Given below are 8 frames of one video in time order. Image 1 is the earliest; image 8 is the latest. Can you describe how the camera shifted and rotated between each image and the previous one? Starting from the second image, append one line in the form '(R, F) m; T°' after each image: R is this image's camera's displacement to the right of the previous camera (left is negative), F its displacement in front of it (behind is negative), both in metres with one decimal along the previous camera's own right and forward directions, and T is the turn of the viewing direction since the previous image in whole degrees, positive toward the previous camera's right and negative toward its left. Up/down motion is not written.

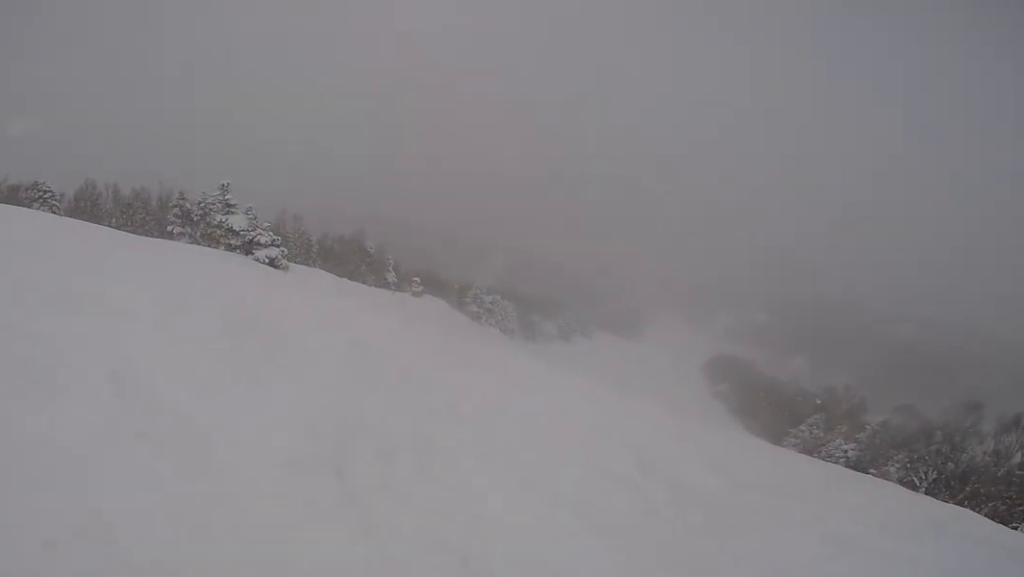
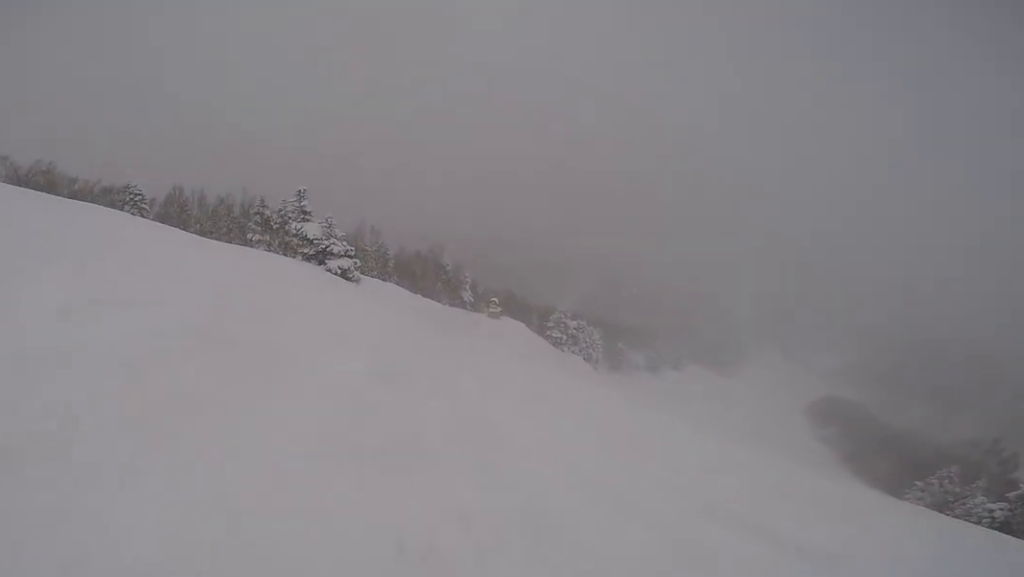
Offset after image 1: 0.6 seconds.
(-0.4, +2.5) m; -12°
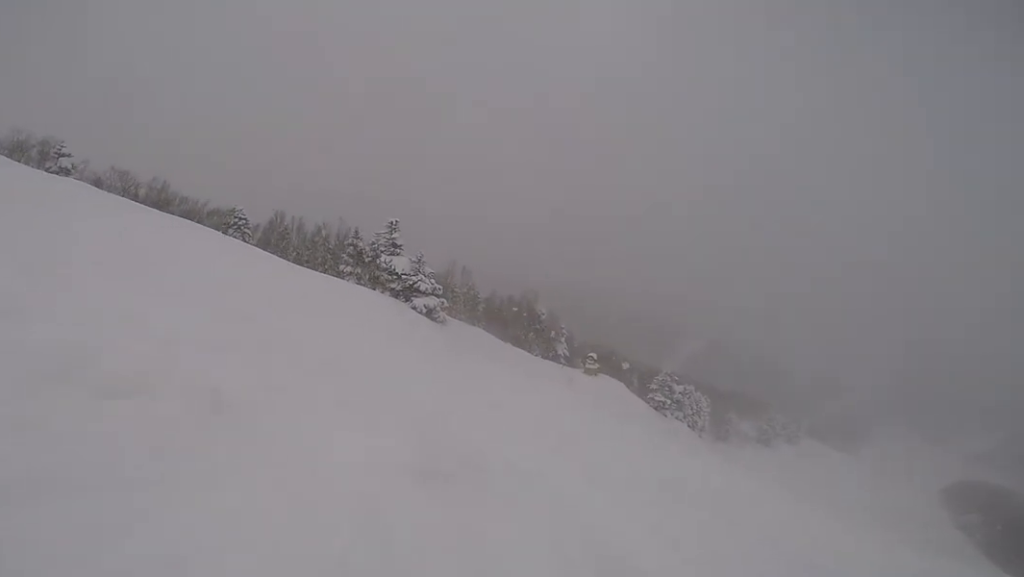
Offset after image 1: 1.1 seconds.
(+0.1, +2.4) m; -10°
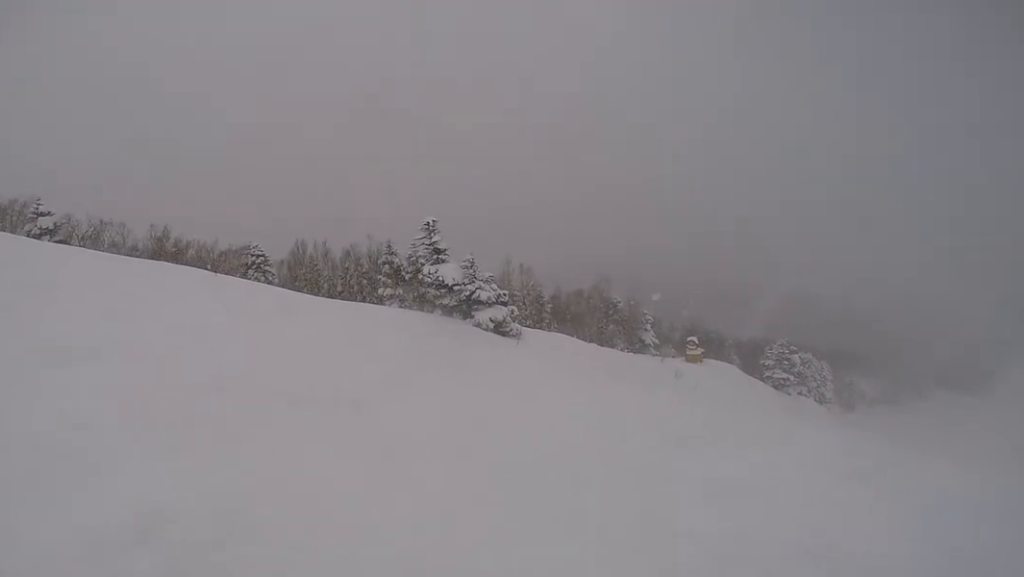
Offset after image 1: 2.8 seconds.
(-2.4, +7.0) m; -23°
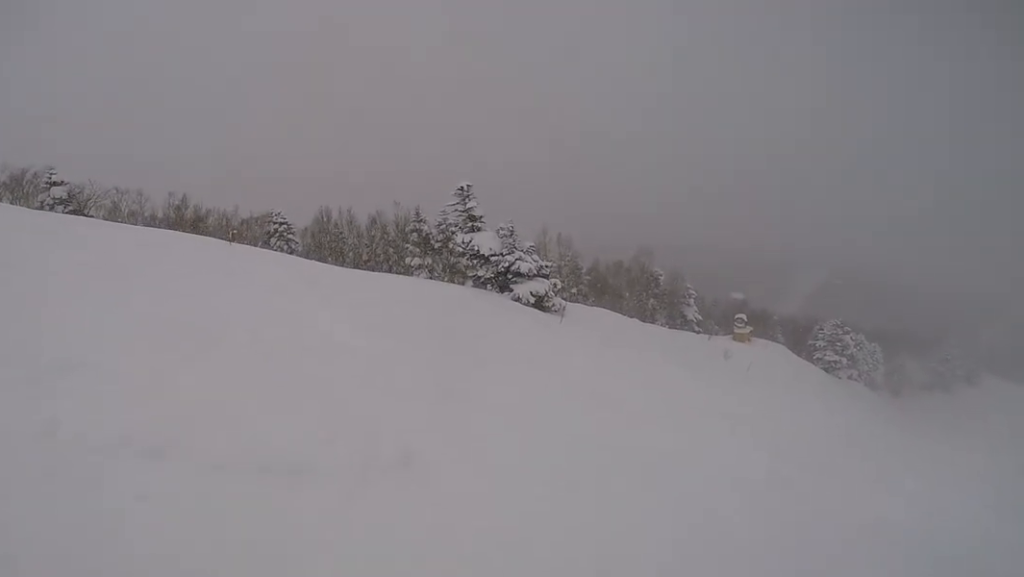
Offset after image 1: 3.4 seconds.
(-0.2, +2.6) m; +7°
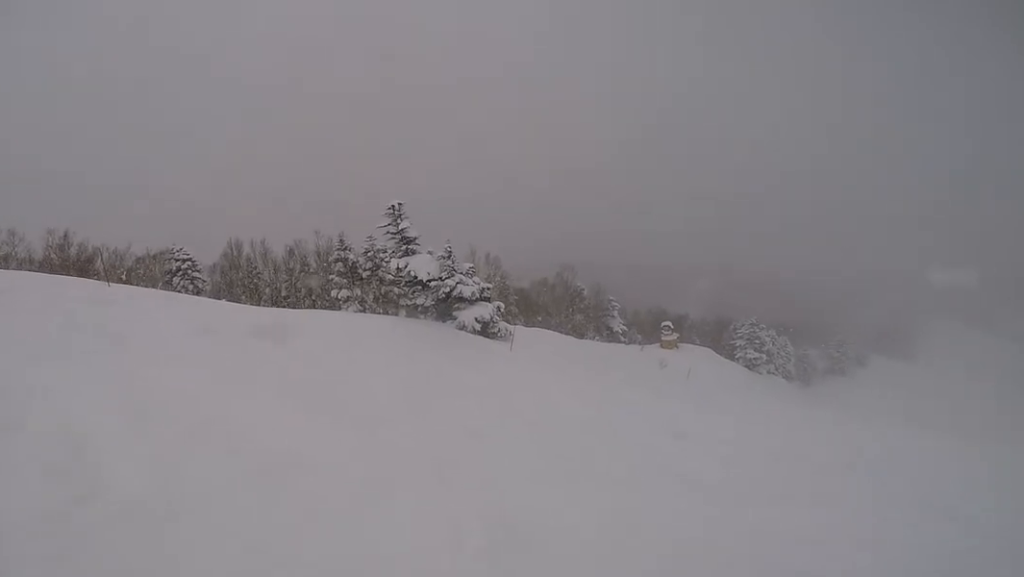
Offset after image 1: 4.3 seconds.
(+0.8, +3.6) m; +4°
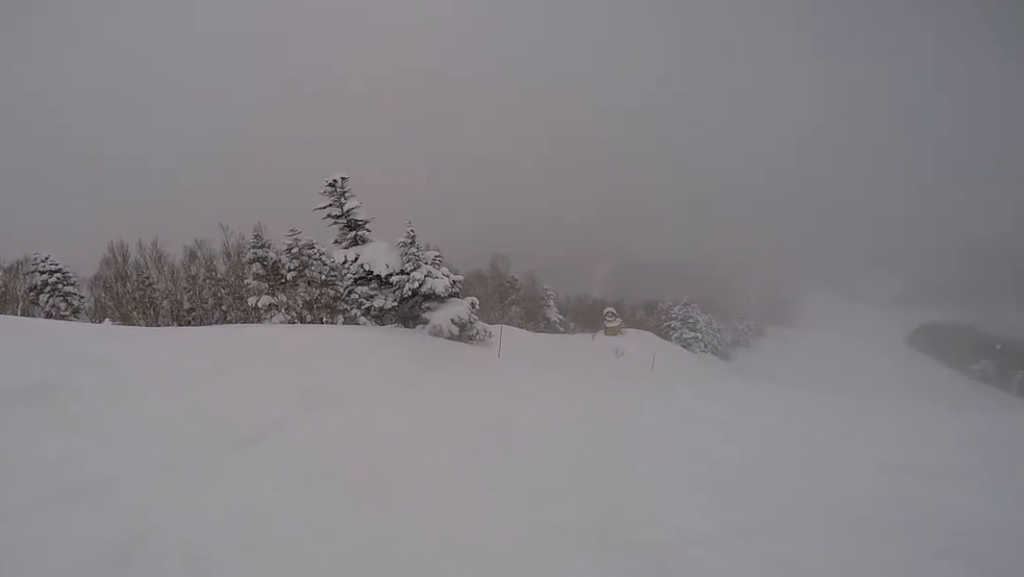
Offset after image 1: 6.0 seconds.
(+0.5, +6.6) m; +39°
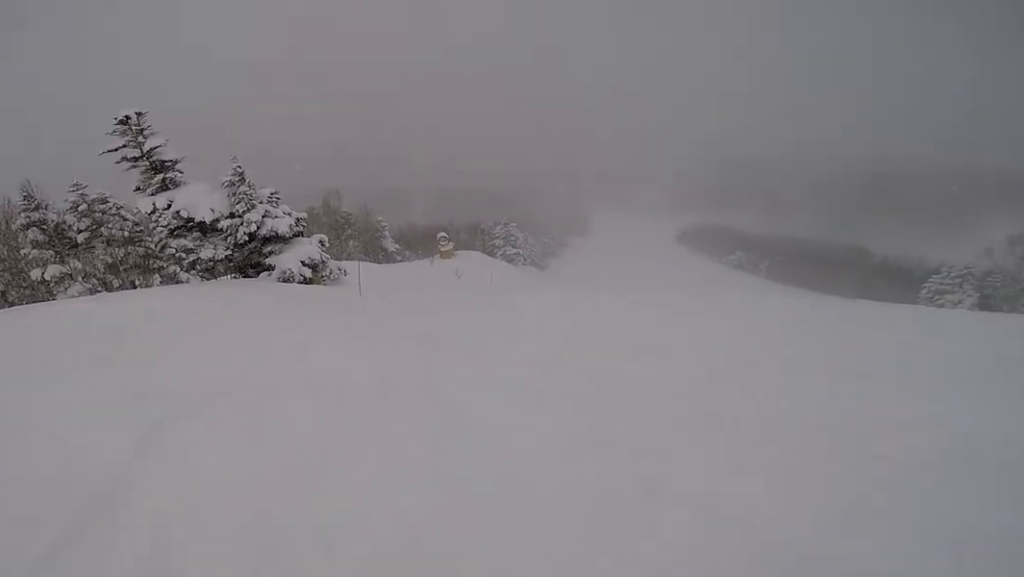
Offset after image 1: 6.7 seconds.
(+0.4, +2.1) m; +30°
